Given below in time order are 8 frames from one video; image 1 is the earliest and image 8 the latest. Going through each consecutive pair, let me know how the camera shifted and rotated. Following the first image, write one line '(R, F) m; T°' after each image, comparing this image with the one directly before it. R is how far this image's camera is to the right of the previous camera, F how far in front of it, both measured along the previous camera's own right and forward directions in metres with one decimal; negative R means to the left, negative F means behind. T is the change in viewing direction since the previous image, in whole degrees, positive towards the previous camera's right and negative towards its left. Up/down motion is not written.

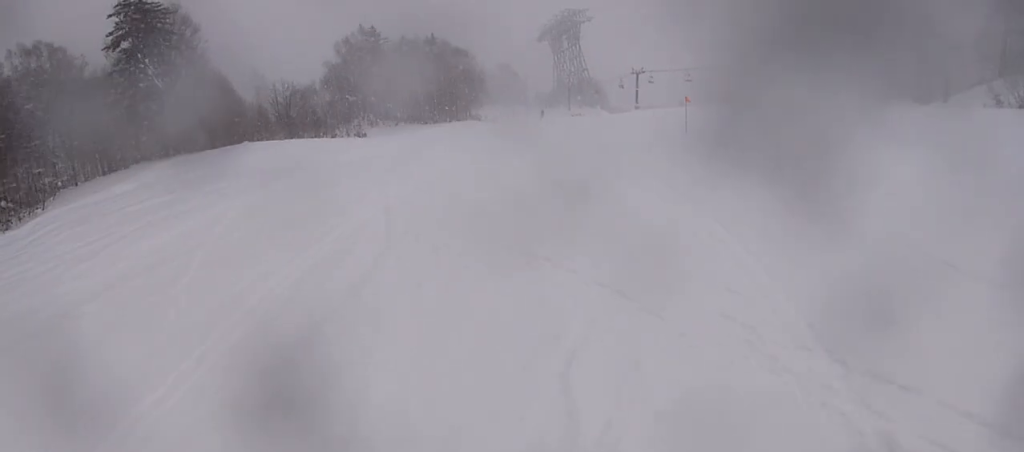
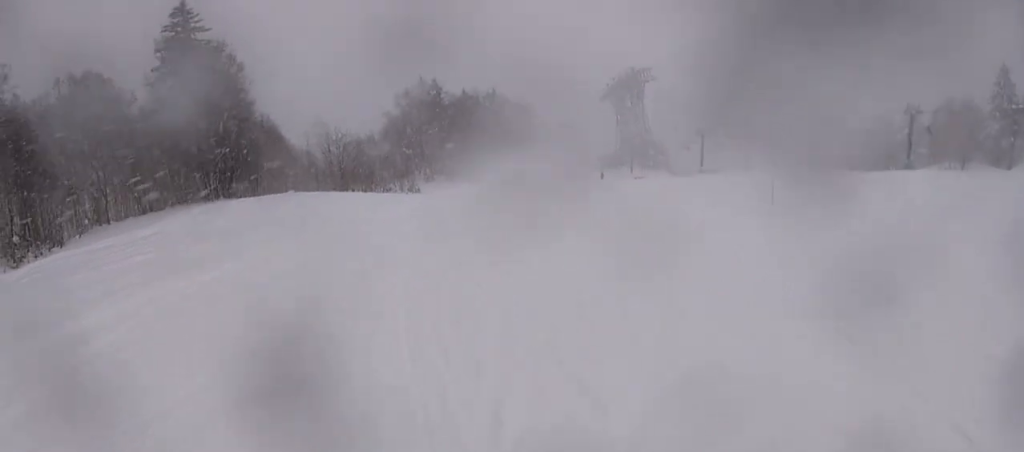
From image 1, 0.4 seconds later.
(+0.4, +4.4) m; +5°
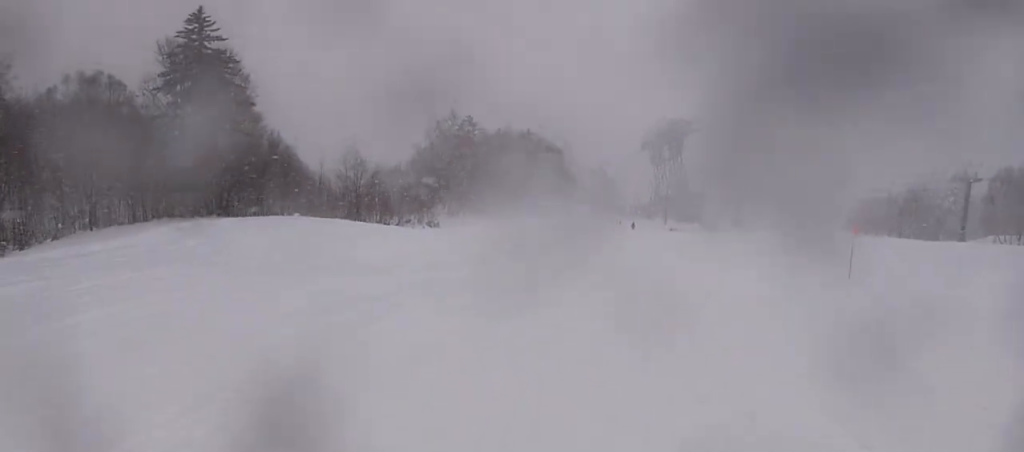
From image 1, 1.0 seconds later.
(+0.3, +5.5) m; +5°
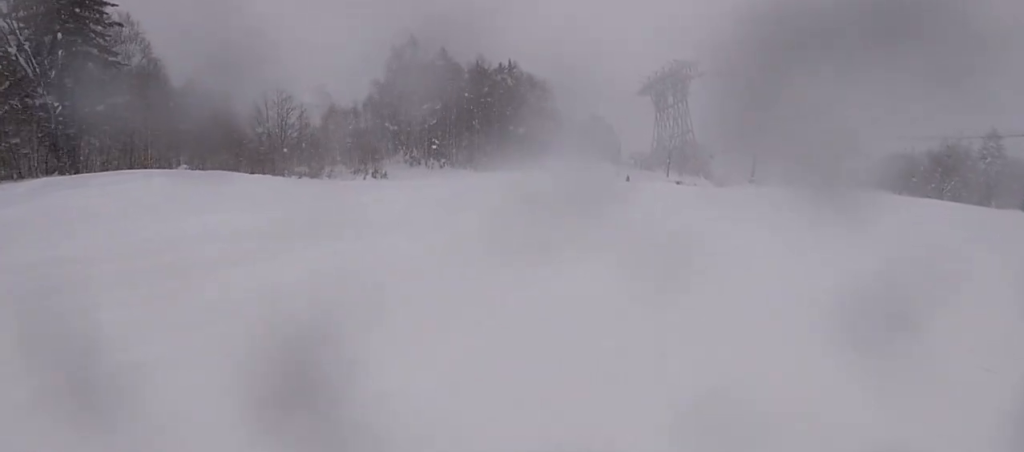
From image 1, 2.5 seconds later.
(+0.7, +13.8) m; -5°
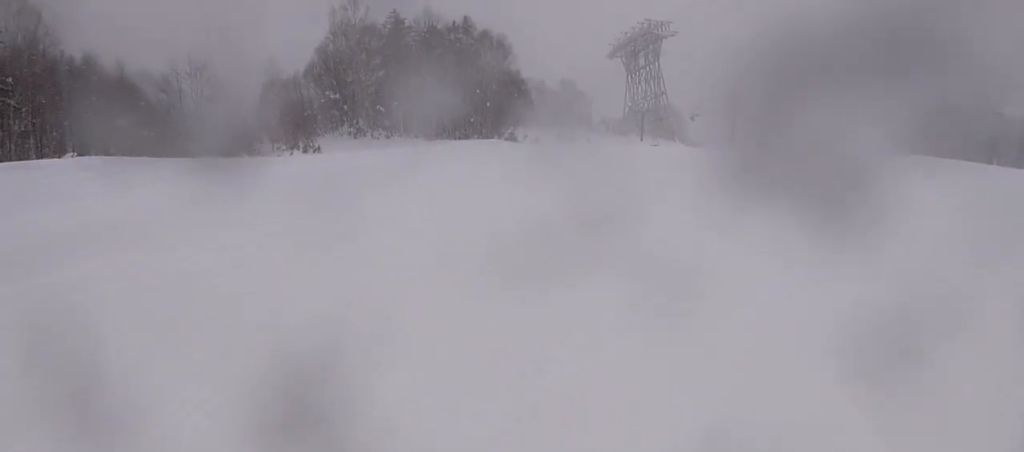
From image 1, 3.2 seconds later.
(-0.5, +6.5) m; -4°
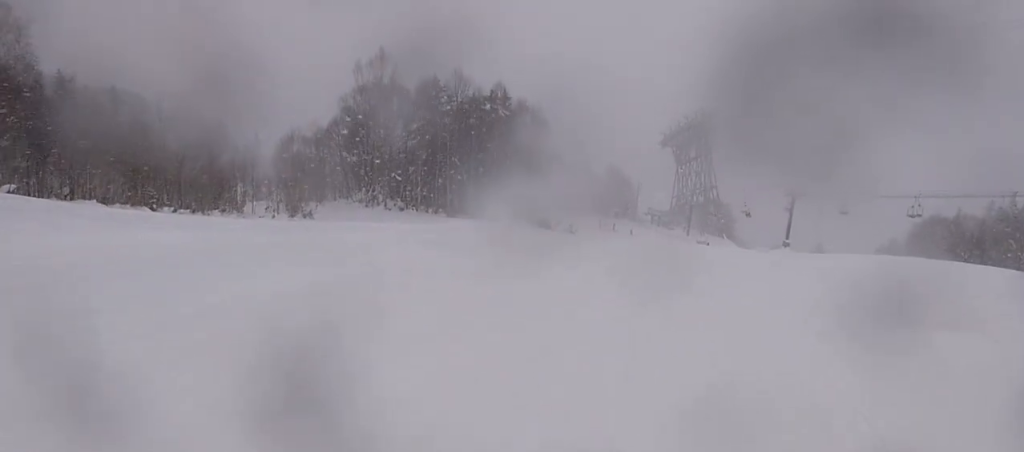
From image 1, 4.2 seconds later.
(-0.5, +8.3) m; +3°
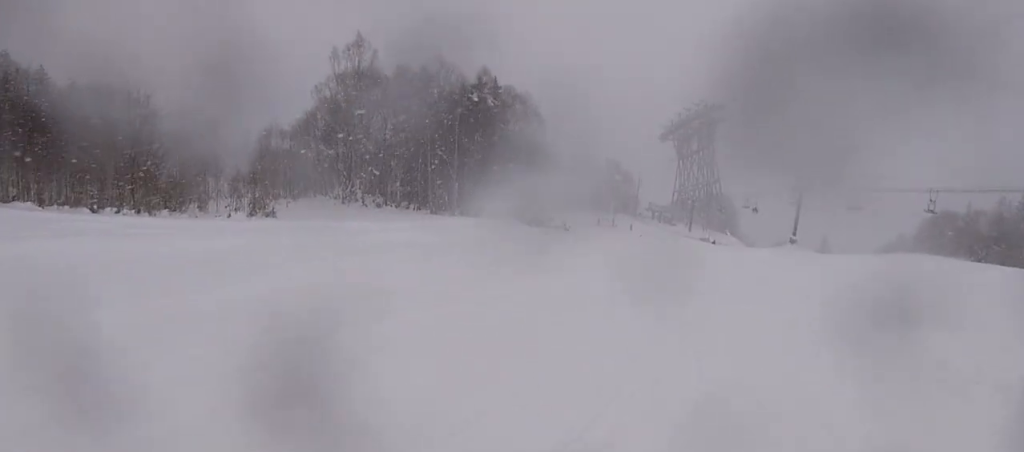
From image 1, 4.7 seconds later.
(+0.6, +4.3) m; +5°
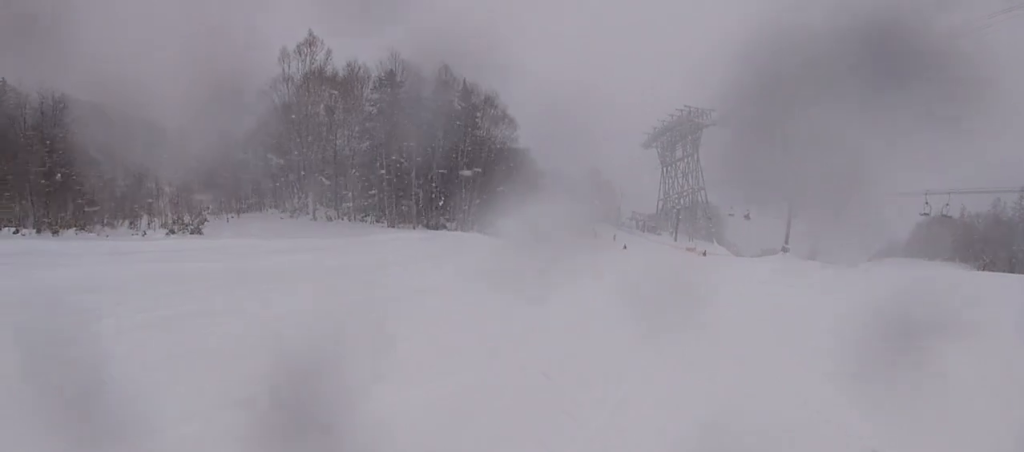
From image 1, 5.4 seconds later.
(-0.1, +5.2) m; +1°
